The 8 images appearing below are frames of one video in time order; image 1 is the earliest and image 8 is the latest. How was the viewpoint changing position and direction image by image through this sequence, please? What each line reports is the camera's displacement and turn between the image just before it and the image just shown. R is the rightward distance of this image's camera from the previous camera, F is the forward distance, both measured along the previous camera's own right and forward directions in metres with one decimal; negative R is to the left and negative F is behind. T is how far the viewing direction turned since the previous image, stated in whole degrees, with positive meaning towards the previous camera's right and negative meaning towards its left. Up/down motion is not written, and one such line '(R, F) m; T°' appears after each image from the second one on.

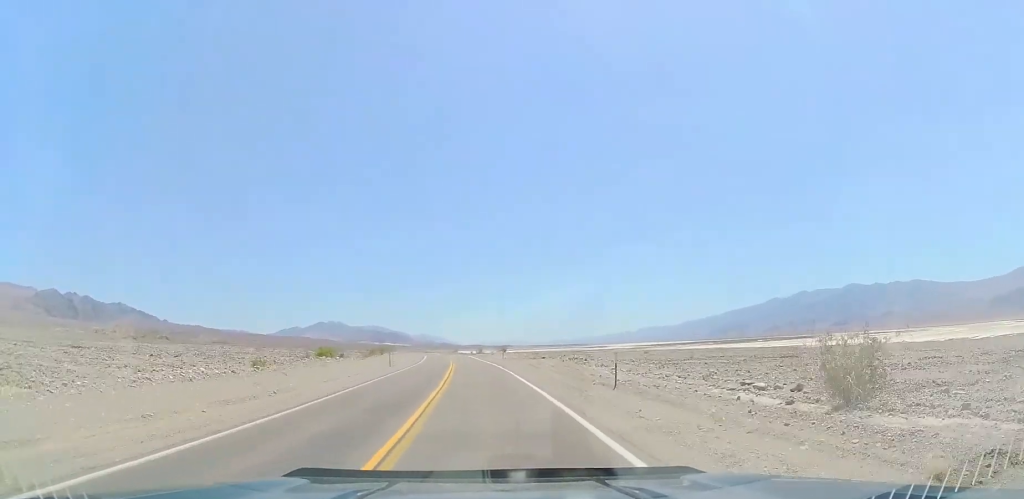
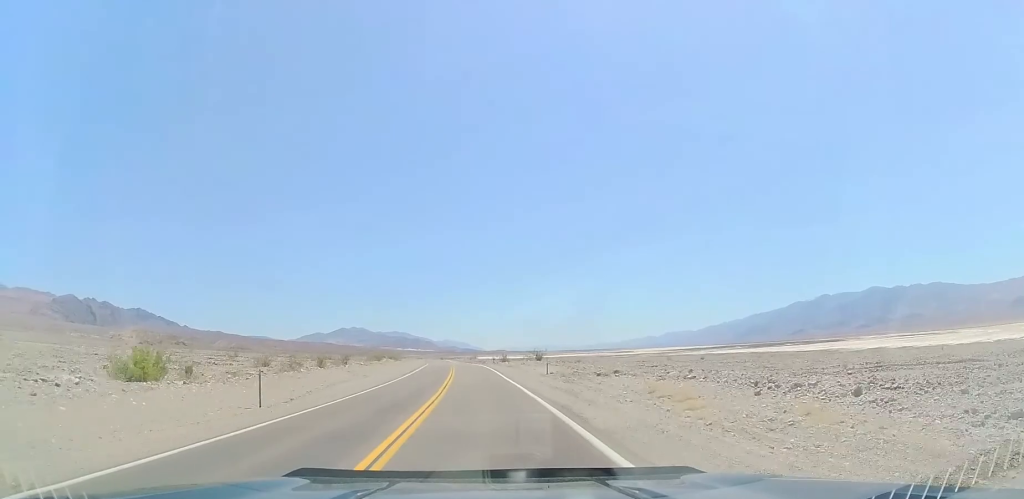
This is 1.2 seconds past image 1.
(-0.5, +32.7) m; -3°
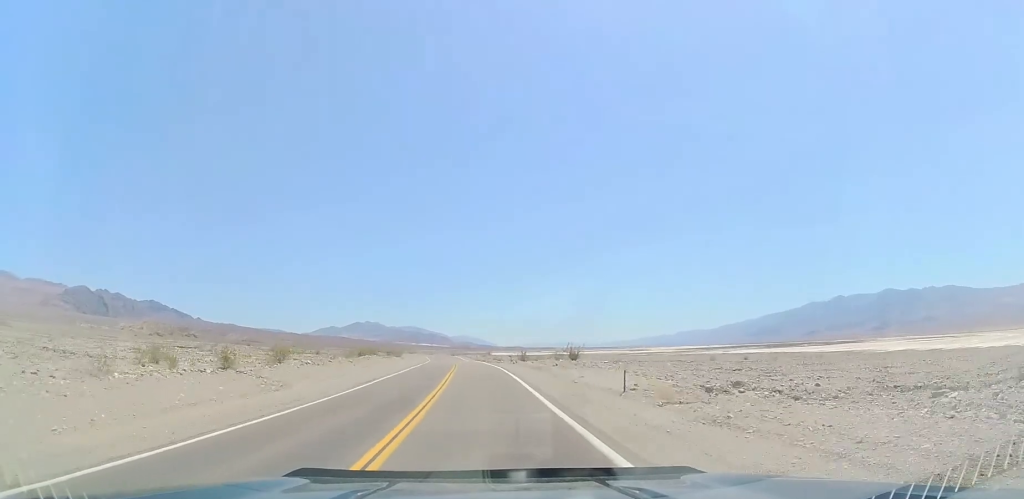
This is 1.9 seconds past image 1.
(-0.6, +19.5) m; -2°
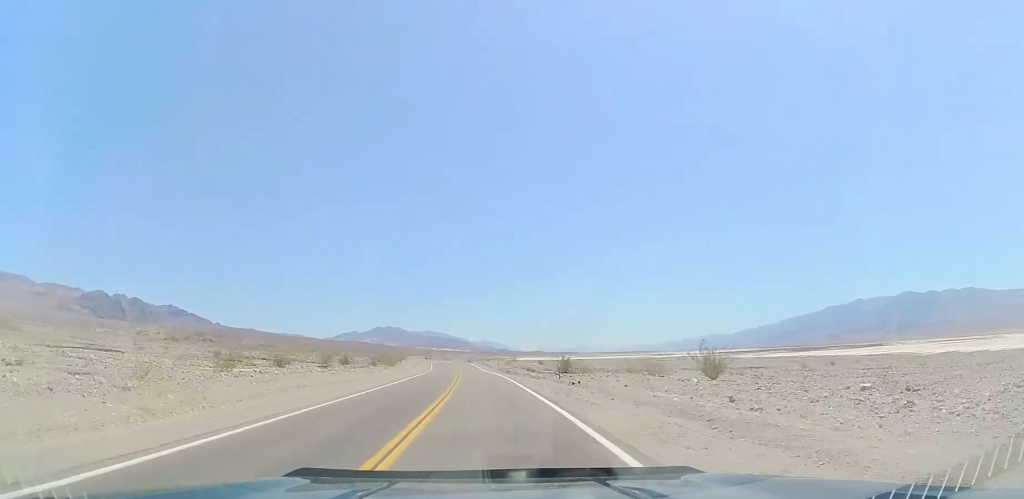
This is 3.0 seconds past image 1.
(-0.6, +30.8) m; -2°
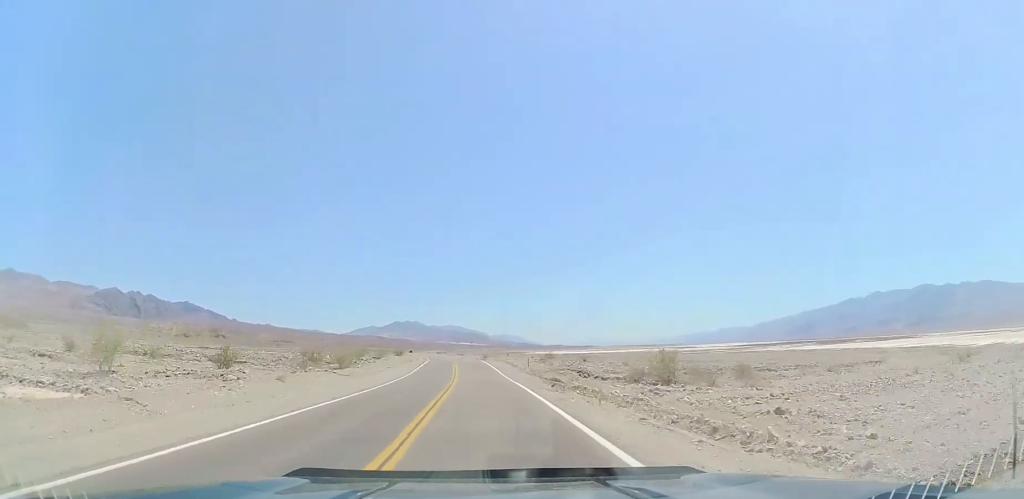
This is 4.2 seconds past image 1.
(-0.5, +34.8) m; -3°
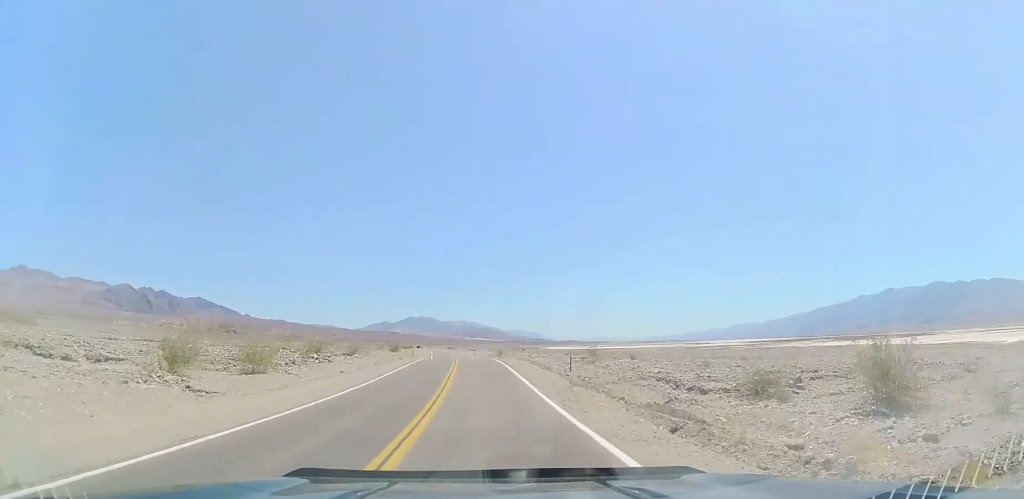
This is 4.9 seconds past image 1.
(-0.5, +20.8) m; -2°
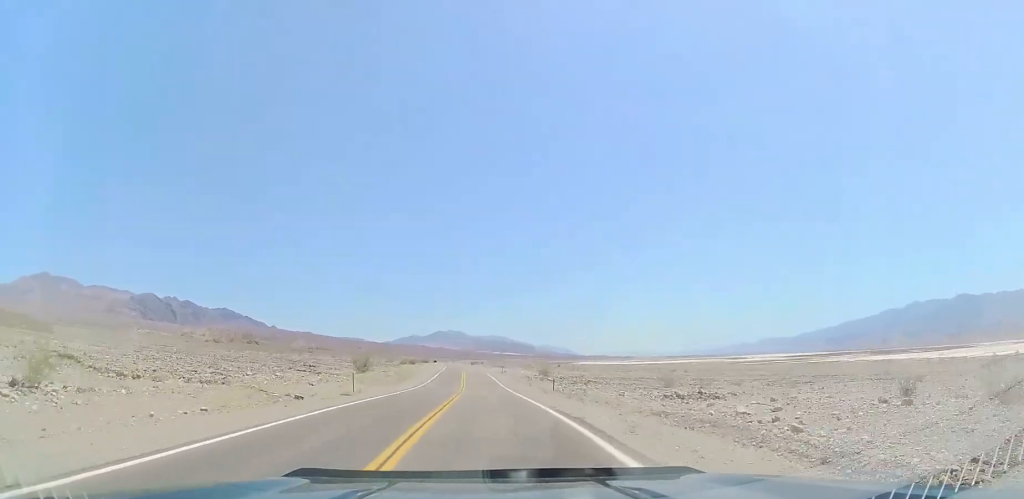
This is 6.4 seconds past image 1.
(-1.5, +41.1) m; -2°
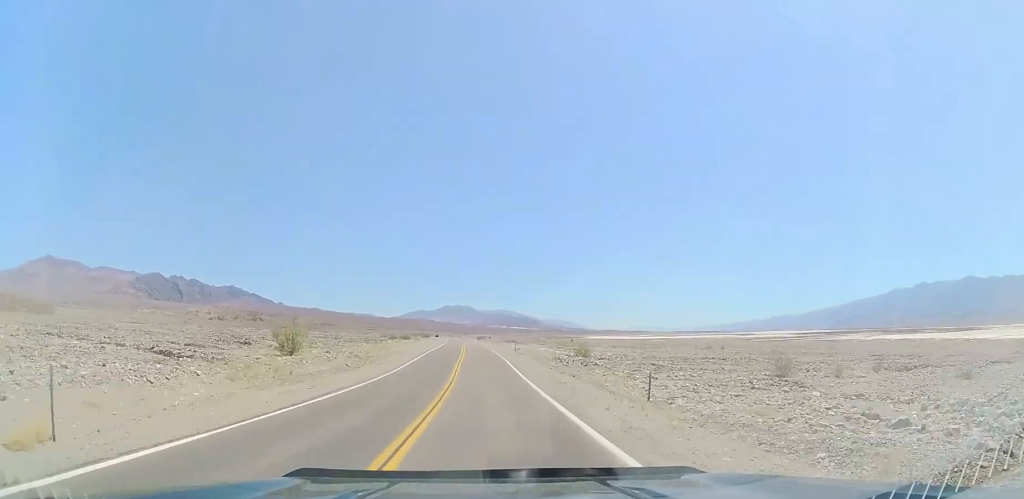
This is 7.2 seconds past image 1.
(+0.3, +23.2) m; -1°
